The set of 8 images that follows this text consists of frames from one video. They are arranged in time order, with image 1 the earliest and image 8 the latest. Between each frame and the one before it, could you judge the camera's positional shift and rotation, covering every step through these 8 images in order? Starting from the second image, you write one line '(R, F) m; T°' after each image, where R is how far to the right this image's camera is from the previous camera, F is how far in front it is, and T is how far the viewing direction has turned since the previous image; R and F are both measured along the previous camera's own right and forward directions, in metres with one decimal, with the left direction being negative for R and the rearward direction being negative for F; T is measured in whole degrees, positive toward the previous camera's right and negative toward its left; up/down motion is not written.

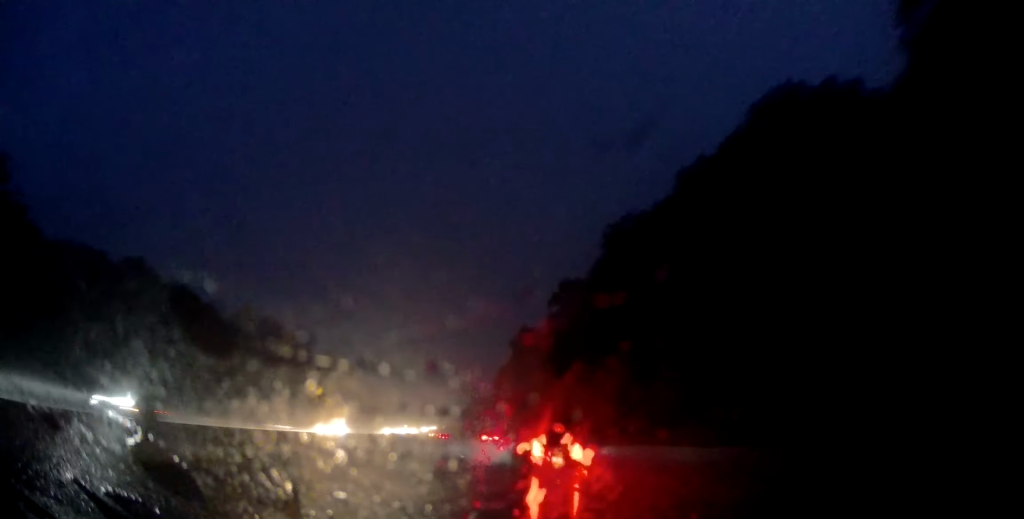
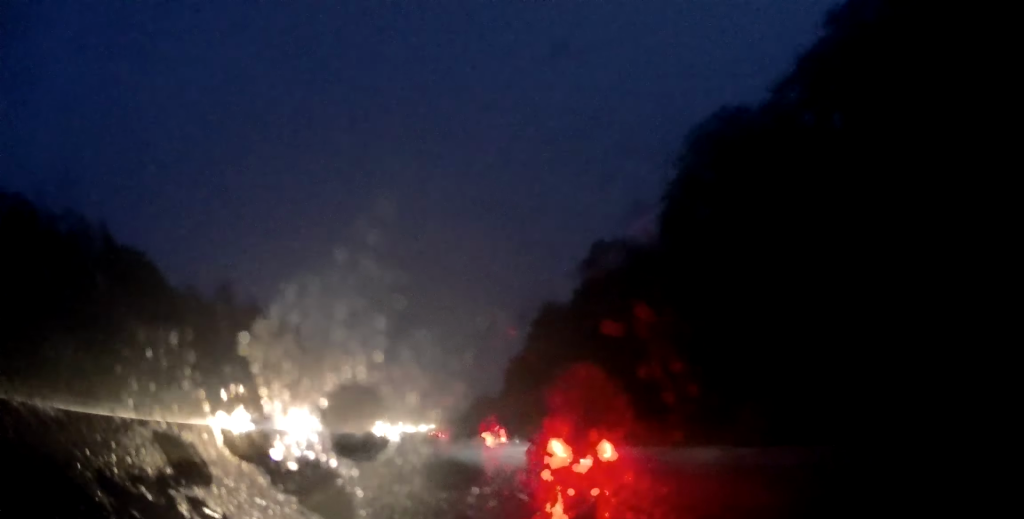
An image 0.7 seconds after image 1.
(+0.2, +20.7) m; 0°
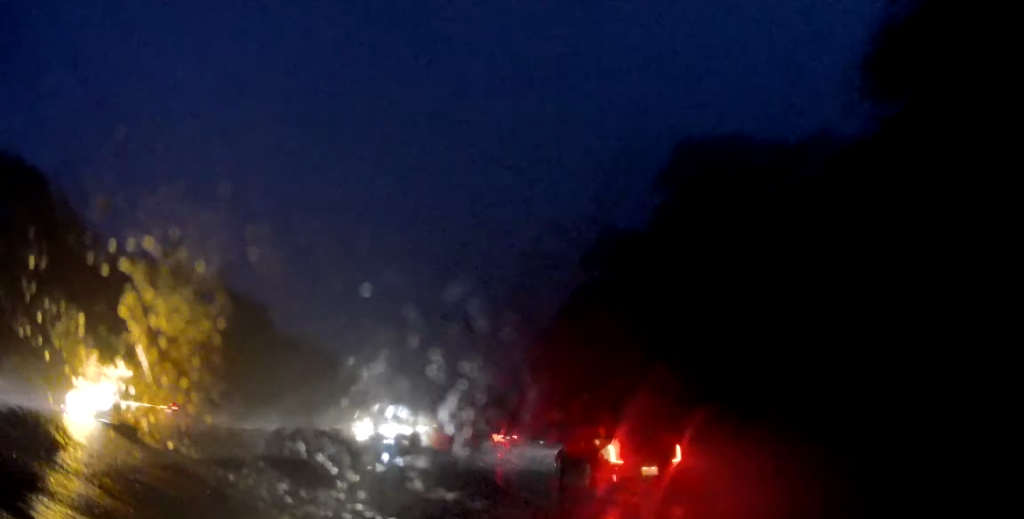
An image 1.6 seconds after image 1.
(+0.2, +29.9) m; +1°
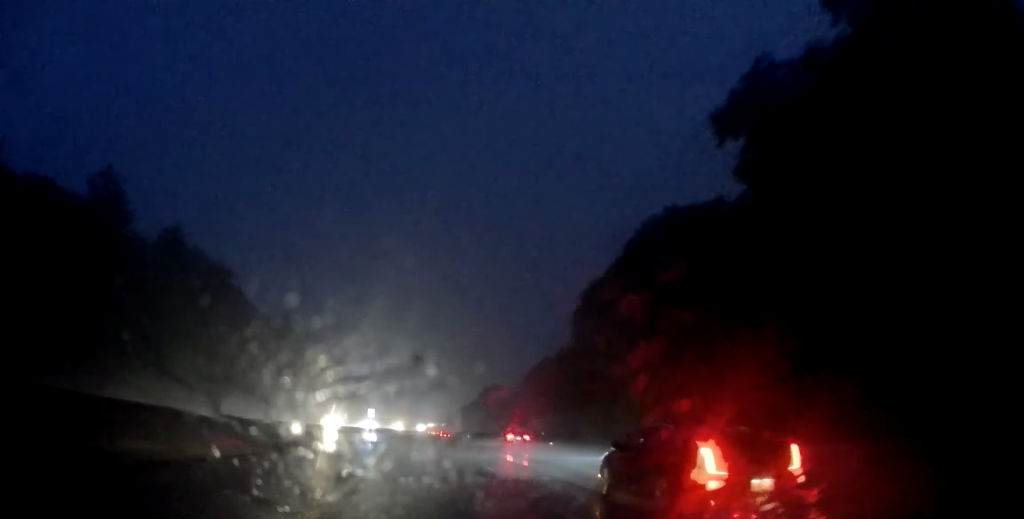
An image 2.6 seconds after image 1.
(0.0, +28.9) m; 0°
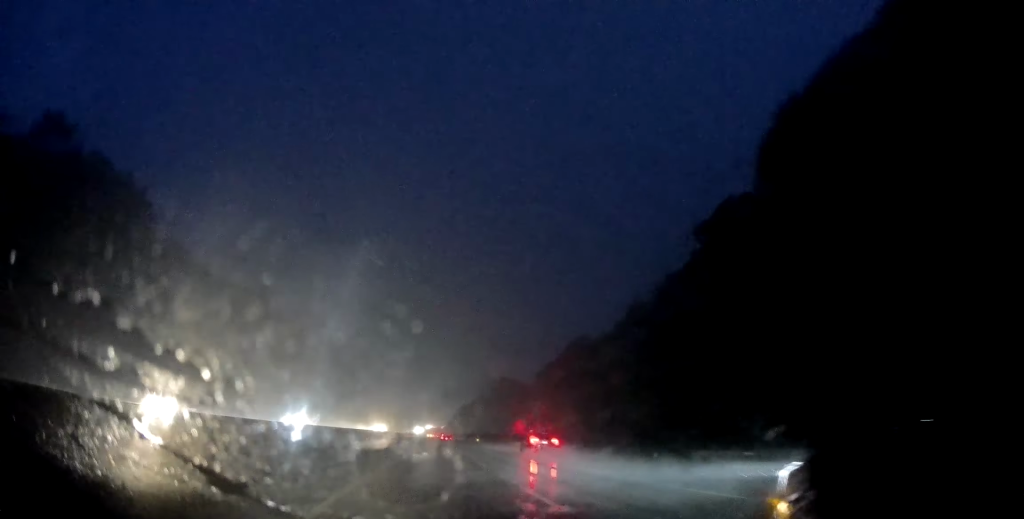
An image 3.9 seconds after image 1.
(-0.5, +41.2) m; 0°
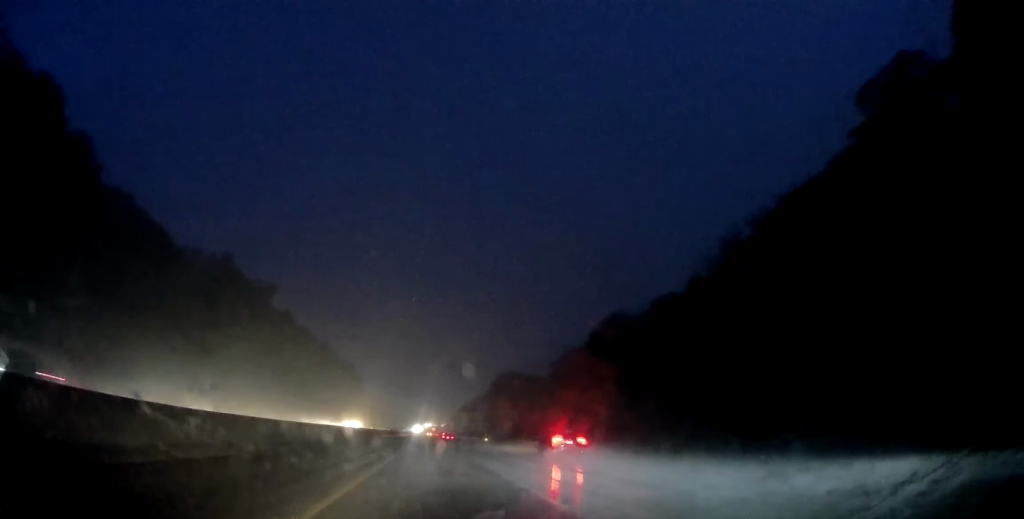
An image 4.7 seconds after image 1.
(+0.4, +24.8) m; +1°
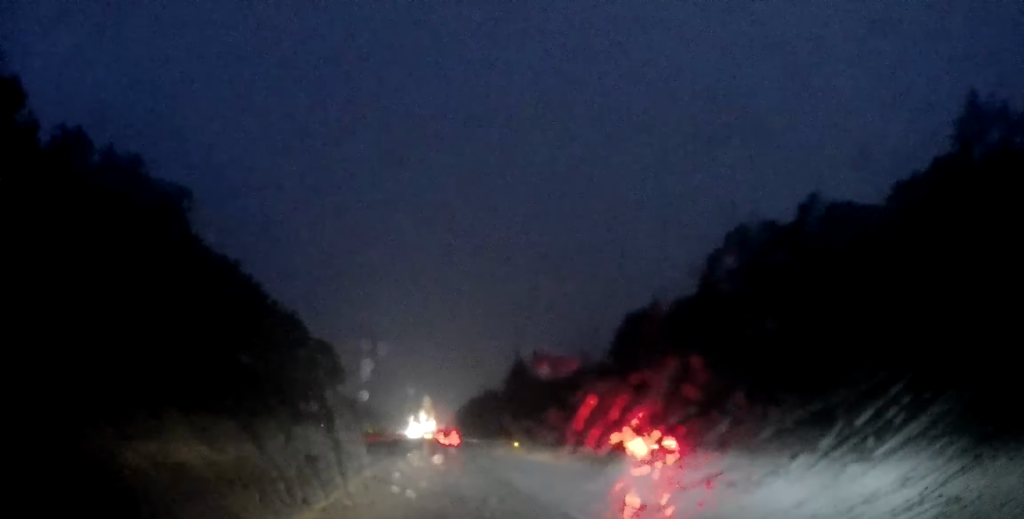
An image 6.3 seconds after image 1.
(+0.2, +50.1) m; 0°
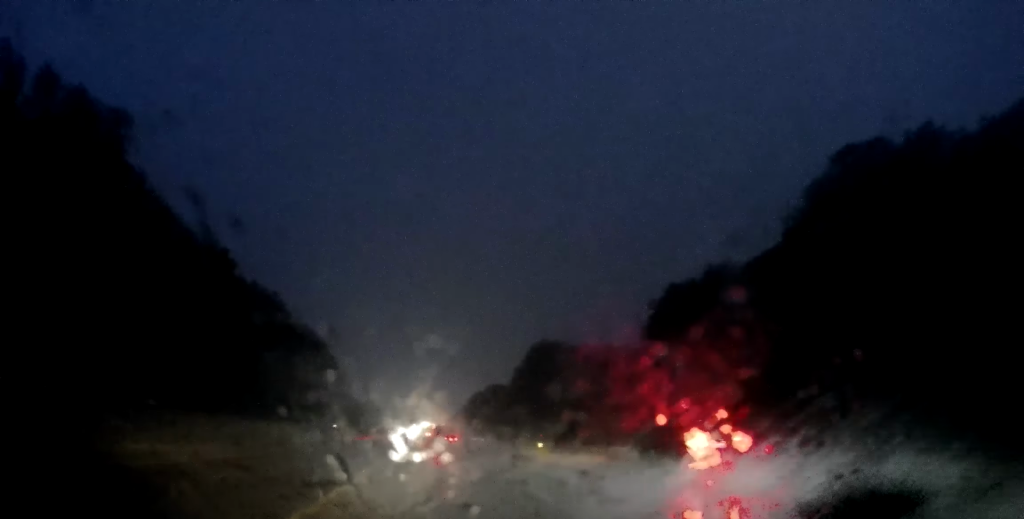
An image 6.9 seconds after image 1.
(0.0, +19.9) m; -1°
